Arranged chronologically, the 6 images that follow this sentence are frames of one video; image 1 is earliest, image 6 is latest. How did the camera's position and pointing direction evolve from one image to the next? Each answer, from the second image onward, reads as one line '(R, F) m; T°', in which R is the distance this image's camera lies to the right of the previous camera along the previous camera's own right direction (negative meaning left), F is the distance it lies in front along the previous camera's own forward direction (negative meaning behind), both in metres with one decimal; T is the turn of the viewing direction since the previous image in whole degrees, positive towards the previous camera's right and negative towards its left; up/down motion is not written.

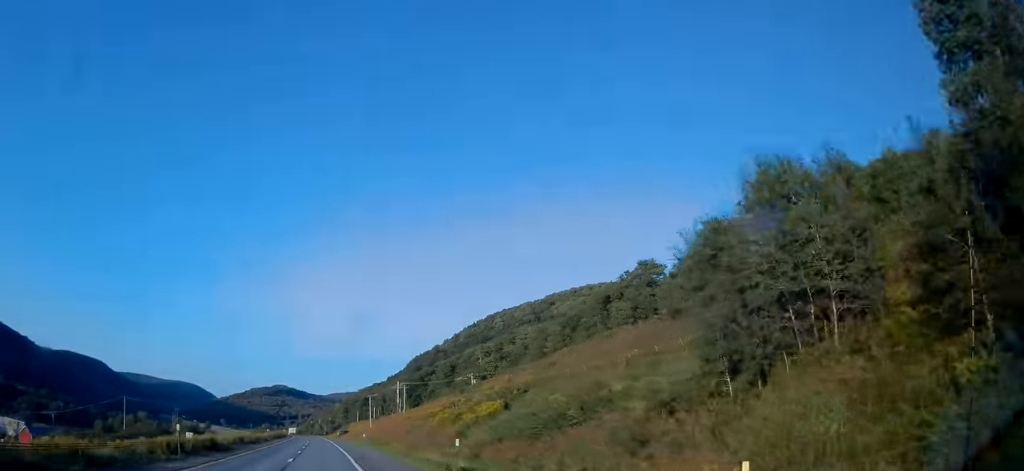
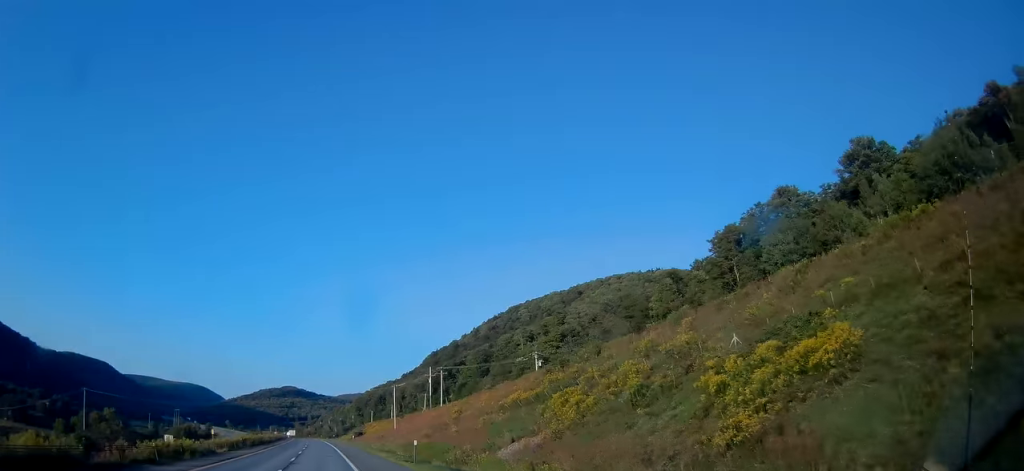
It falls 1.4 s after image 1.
(-0.4, +47.3) m; -2°
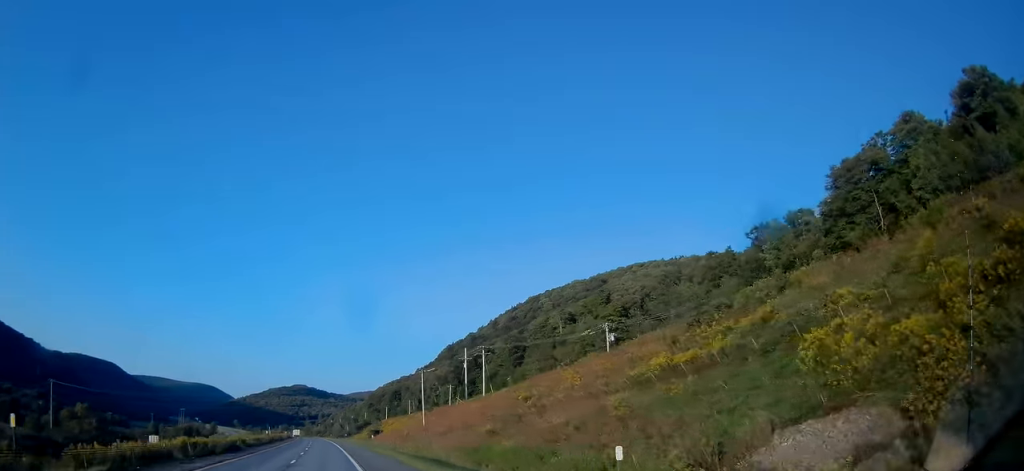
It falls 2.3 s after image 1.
(-0.4, +28.9) m; -1°
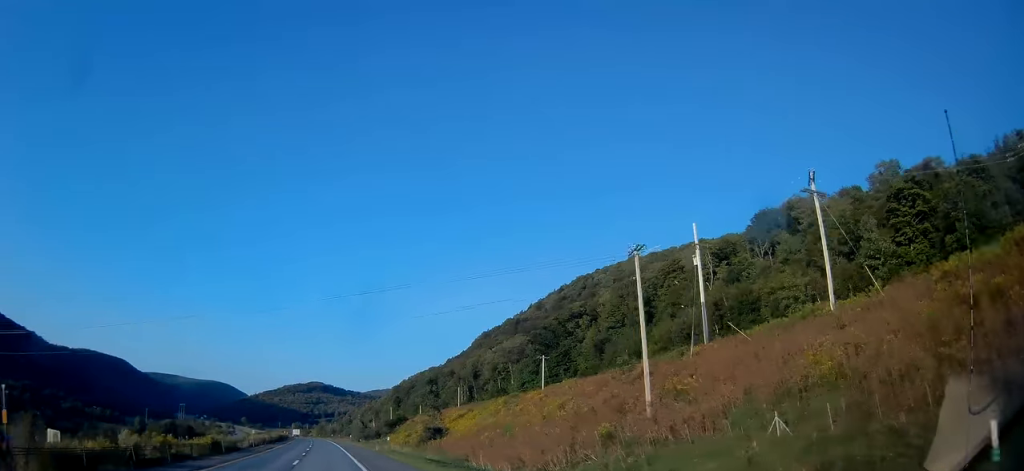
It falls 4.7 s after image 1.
(-0.9, +74.6) m; -1°
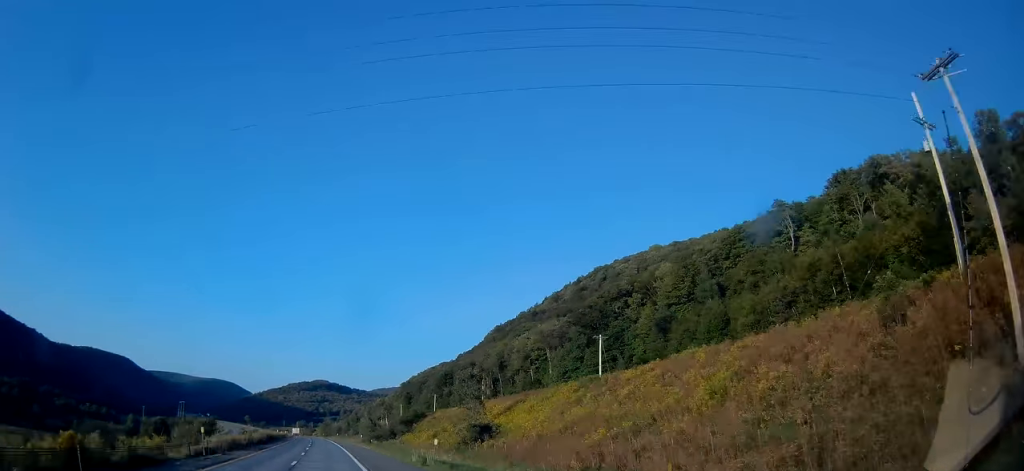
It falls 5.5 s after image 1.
(-0.2, +24.9) m; 0°
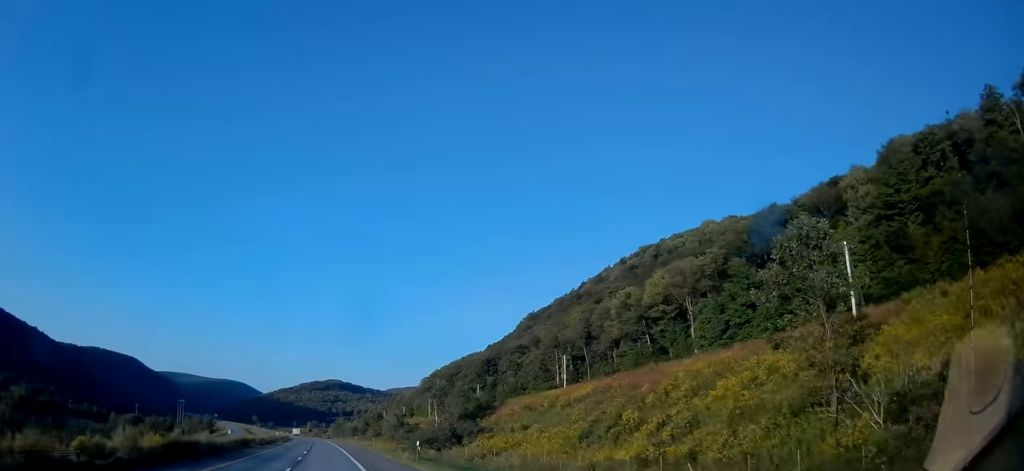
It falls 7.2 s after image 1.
(-0.6, +53.5) m; -1°
